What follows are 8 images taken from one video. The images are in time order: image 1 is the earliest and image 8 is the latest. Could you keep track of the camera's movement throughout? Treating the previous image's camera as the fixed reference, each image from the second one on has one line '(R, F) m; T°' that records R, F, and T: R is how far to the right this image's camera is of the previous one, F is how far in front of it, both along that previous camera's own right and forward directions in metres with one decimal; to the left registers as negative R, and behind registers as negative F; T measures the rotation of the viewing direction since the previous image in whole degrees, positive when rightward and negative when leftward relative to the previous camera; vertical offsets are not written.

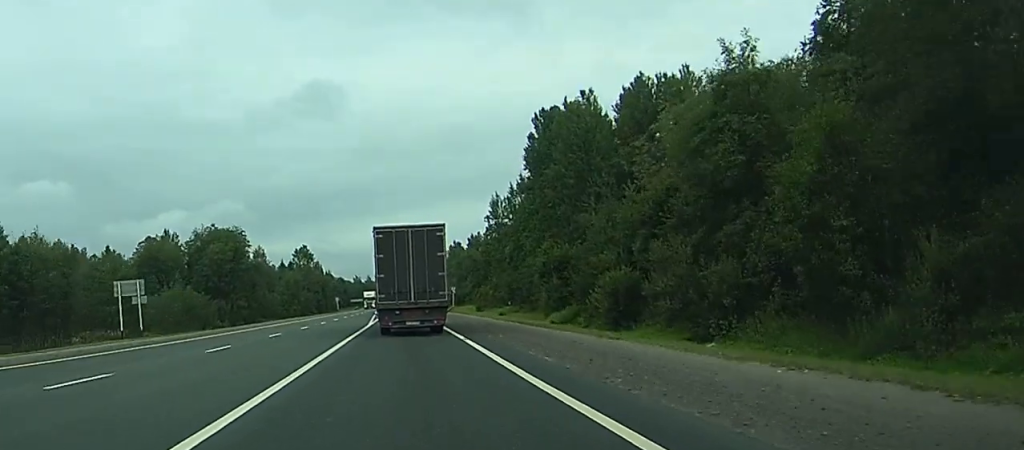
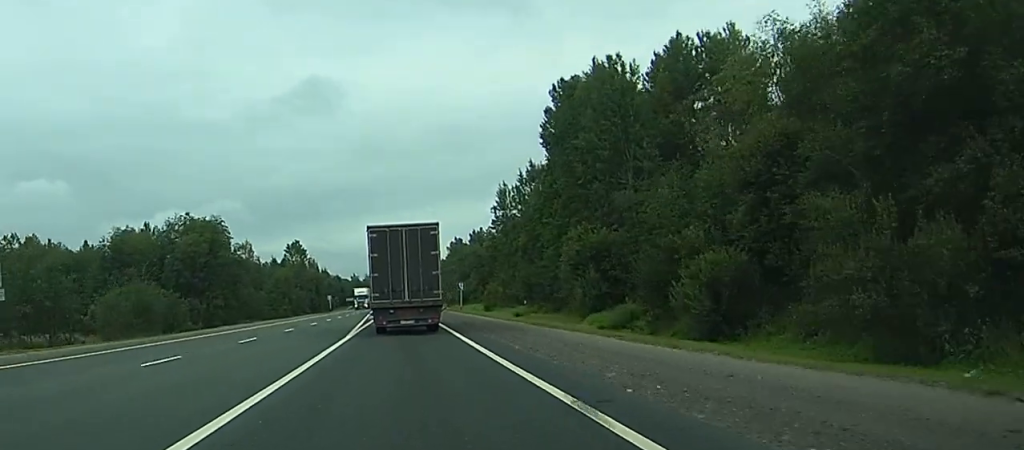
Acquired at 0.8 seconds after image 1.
(0.0, +18.3) m; 0°
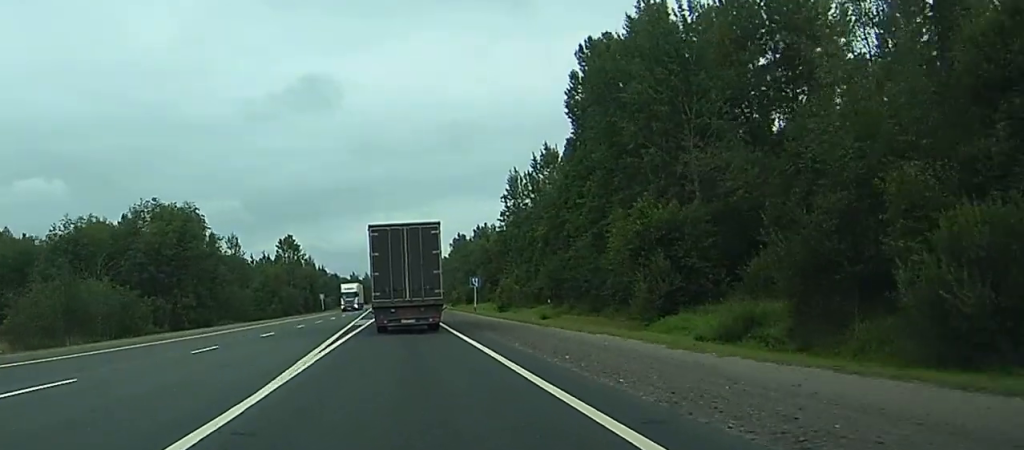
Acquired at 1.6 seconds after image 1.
(0.0, +19.1) m; 0°
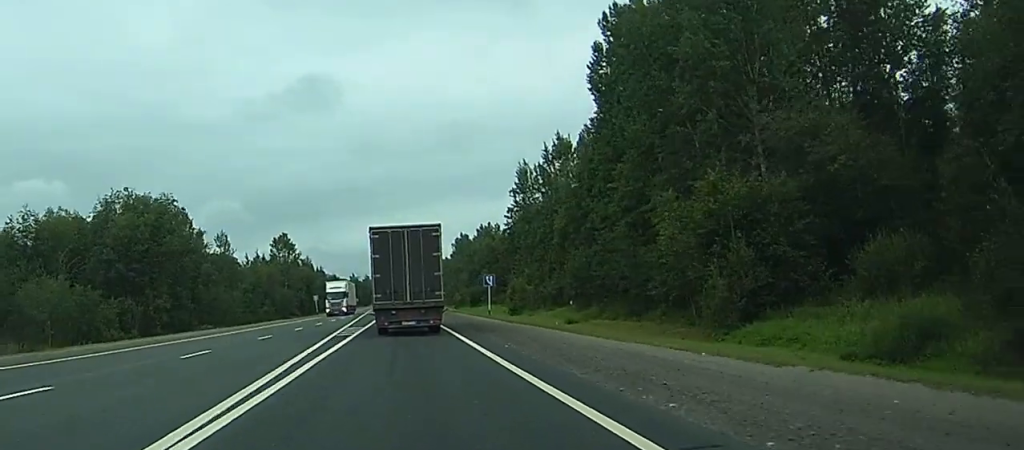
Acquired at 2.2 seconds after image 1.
(0.0, +13.0) m; 0°
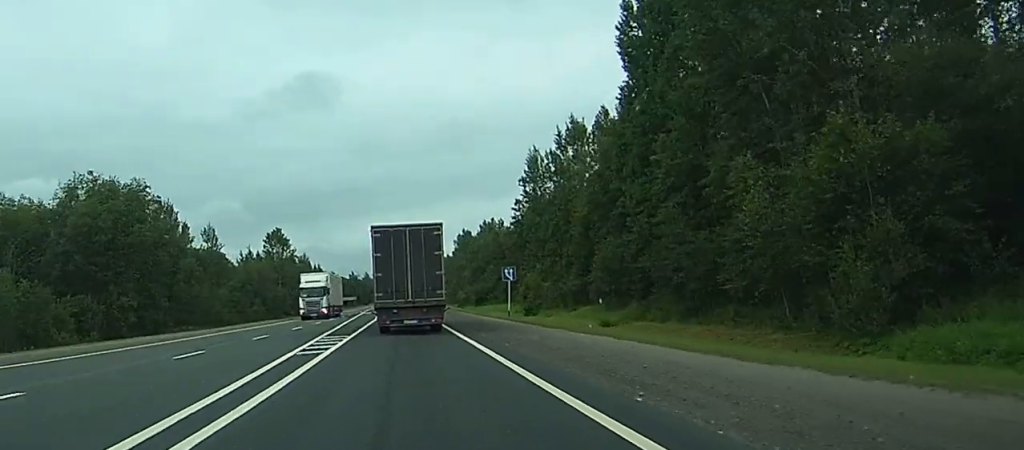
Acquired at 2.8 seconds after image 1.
(0.0, +13.1) m; 0°
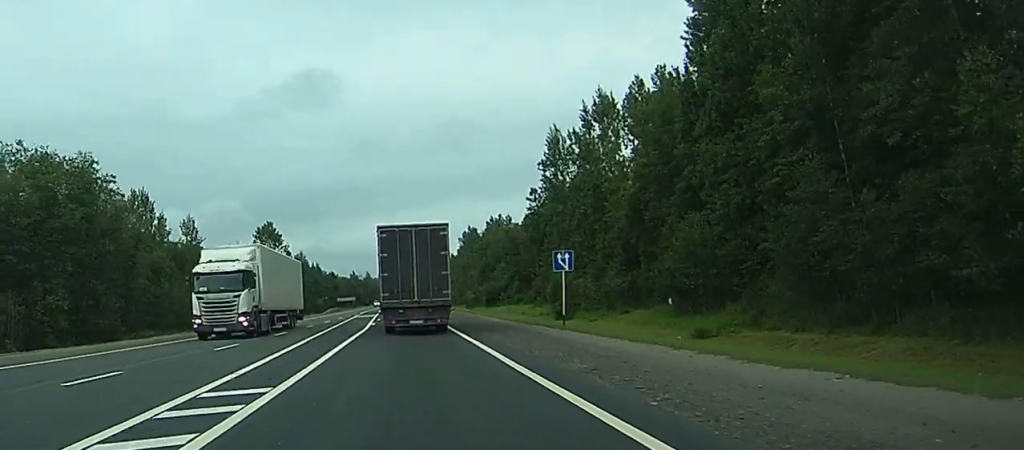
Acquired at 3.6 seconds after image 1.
(+0.1, +19.3) m; 0°
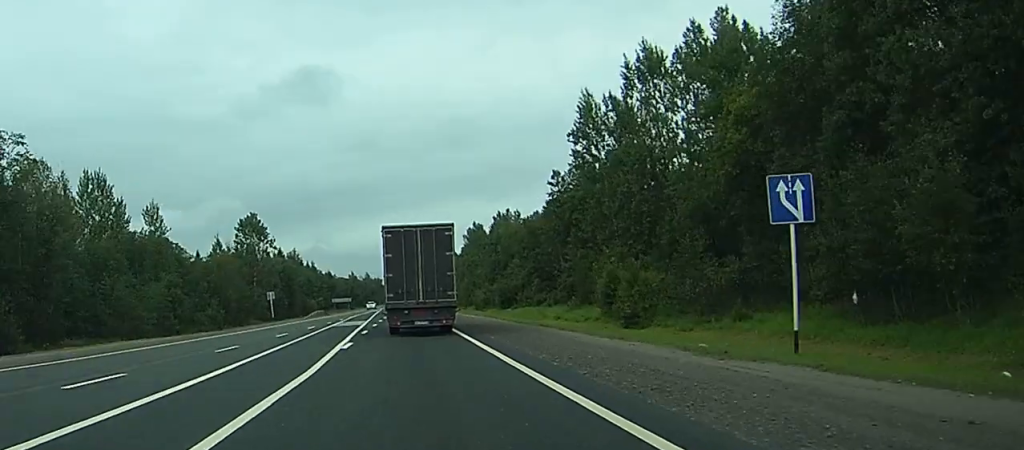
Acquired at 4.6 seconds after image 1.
(-0.1, +24.0) m; 0°
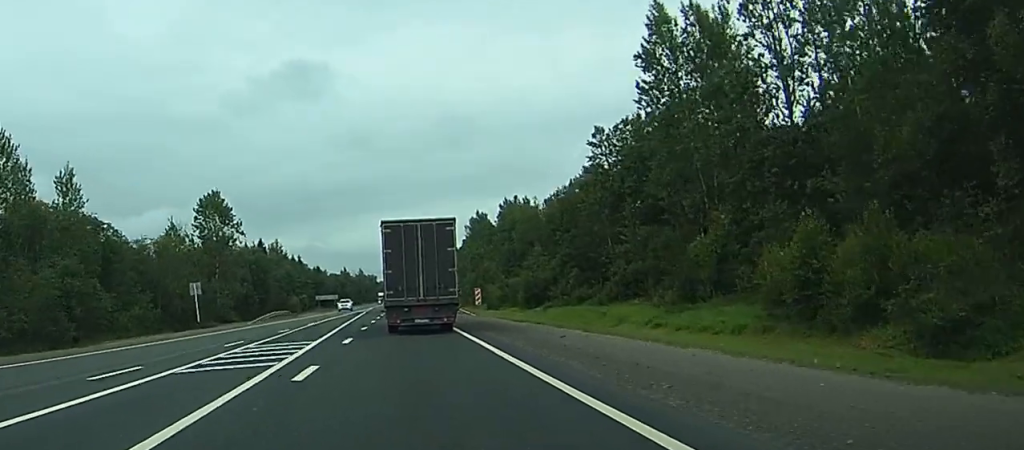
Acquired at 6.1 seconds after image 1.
(-0.1, +34.3) m; 0°
